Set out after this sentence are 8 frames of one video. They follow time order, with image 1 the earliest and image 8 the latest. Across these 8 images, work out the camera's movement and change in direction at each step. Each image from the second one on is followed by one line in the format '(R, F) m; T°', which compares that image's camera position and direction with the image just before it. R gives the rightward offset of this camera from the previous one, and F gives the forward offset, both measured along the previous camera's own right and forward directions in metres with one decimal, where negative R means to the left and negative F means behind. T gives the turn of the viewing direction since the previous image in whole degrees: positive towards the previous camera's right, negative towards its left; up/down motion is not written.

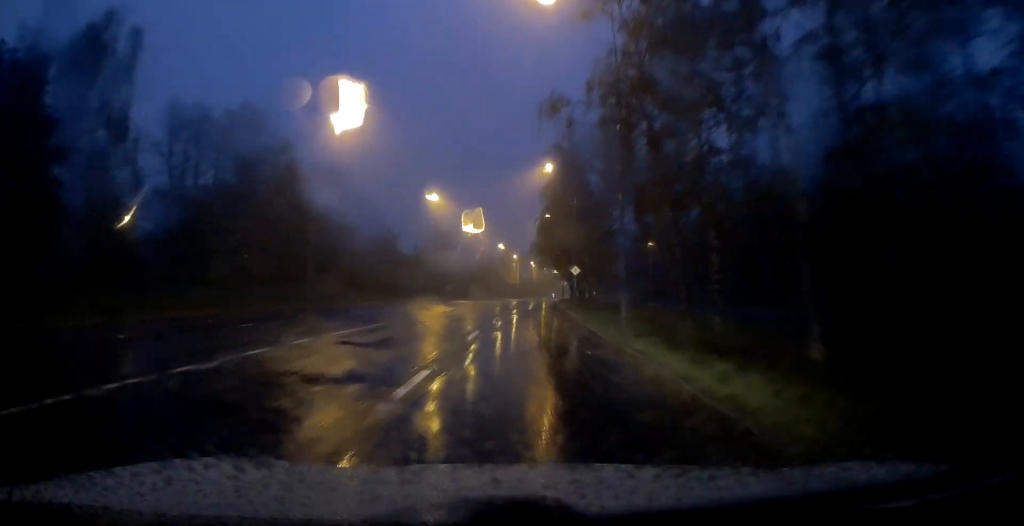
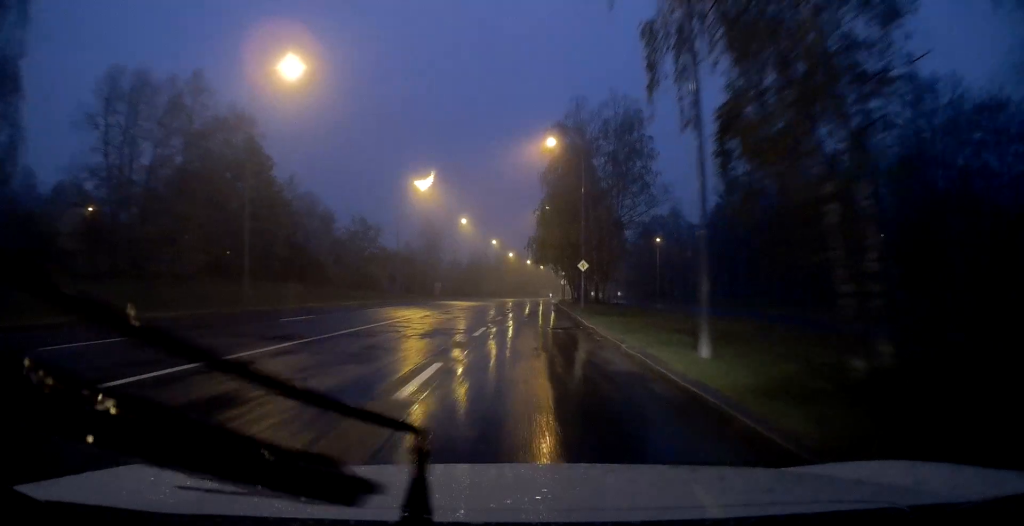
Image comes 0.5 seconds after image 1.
(0.0, +7.7) m; 0°
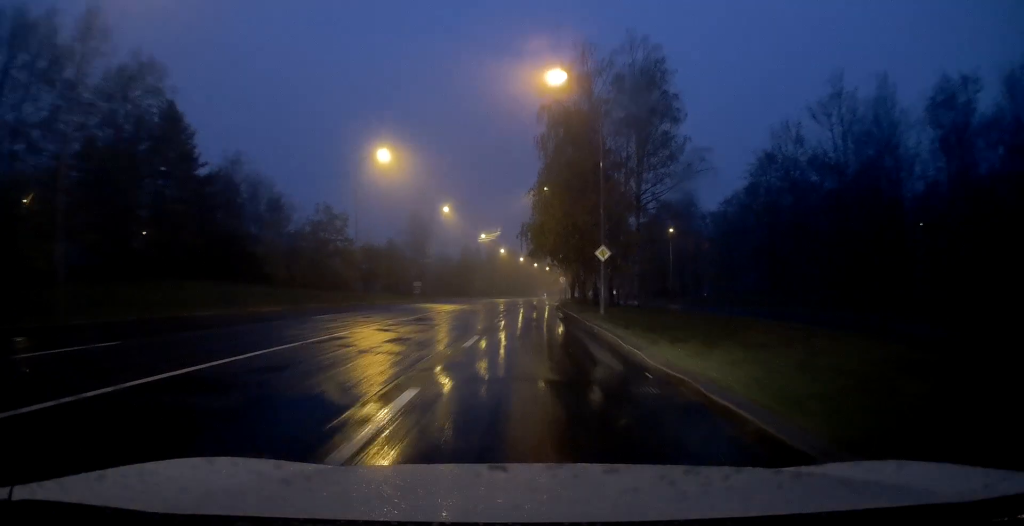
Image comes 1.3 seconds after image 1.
(0.0, +11.5) m; +1°
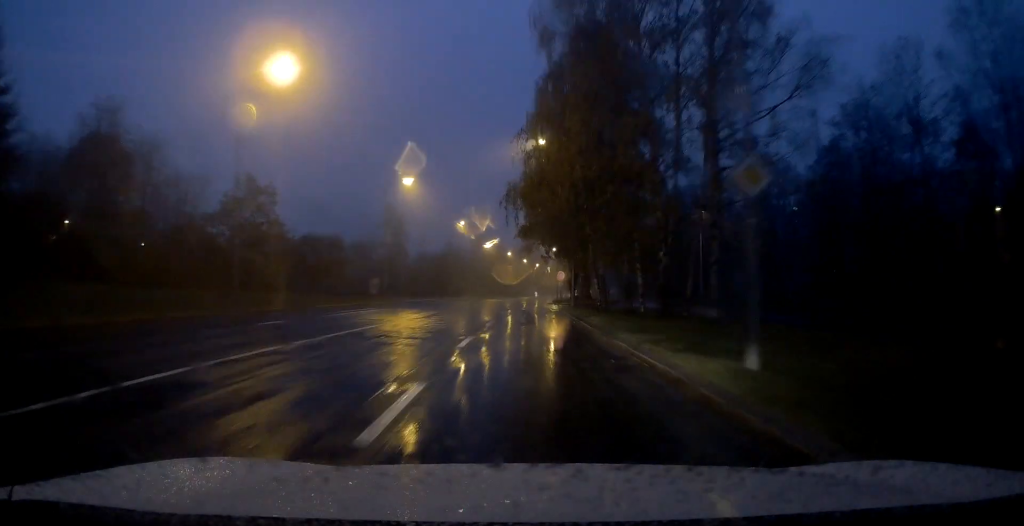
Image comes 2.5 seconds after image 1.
(+0.2, +17.2) m; +1°
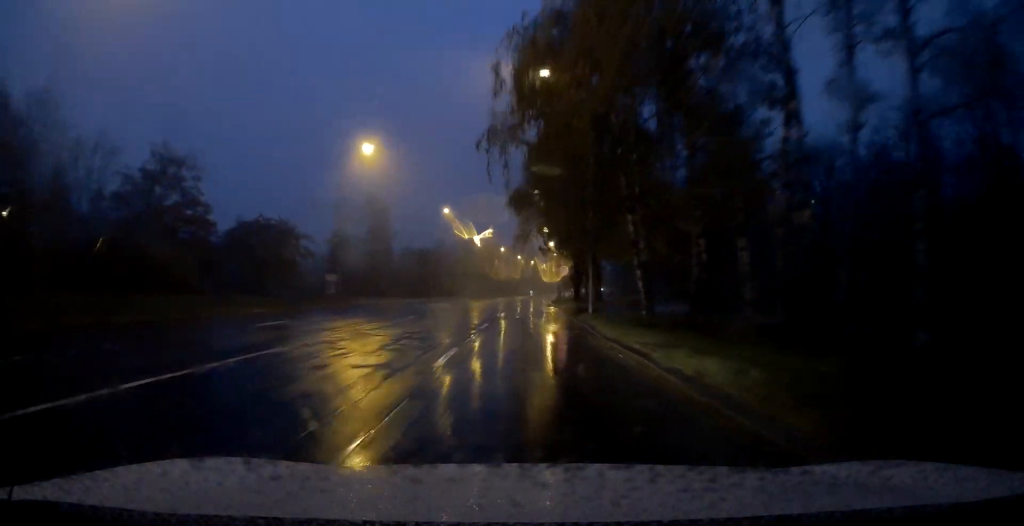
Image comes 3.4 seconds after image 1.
(0.0, +11.9) m; 0°
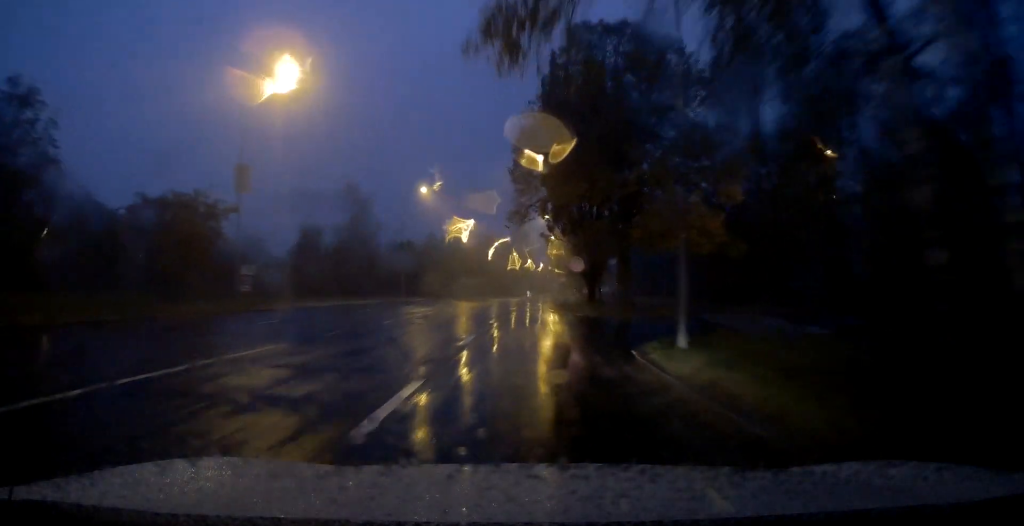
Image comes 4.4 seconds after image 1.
(0.0, +14.3) m; +1°
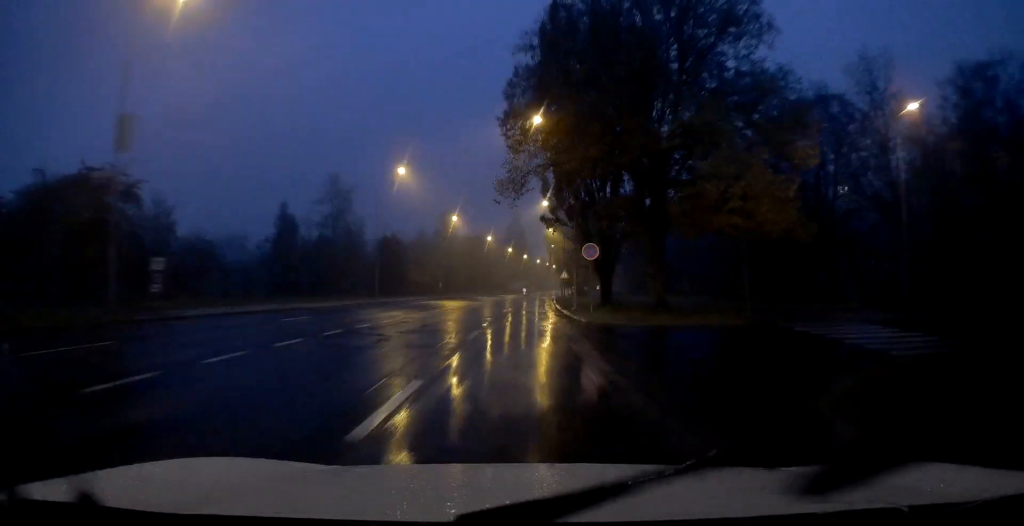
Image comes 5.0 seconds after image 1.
(+0.1, +8.6) m; +1°
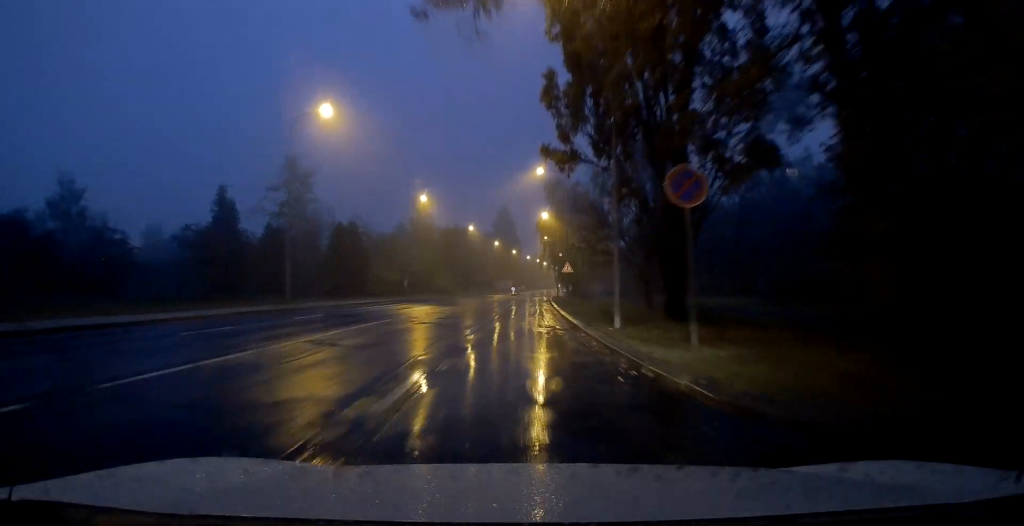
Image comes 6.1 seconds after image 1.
(+0.2, +16.8) m; +1°
